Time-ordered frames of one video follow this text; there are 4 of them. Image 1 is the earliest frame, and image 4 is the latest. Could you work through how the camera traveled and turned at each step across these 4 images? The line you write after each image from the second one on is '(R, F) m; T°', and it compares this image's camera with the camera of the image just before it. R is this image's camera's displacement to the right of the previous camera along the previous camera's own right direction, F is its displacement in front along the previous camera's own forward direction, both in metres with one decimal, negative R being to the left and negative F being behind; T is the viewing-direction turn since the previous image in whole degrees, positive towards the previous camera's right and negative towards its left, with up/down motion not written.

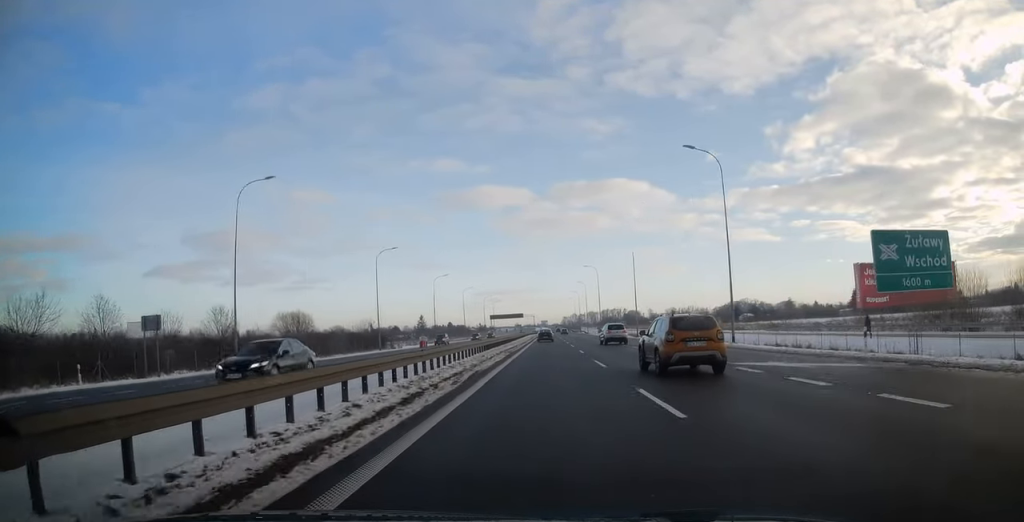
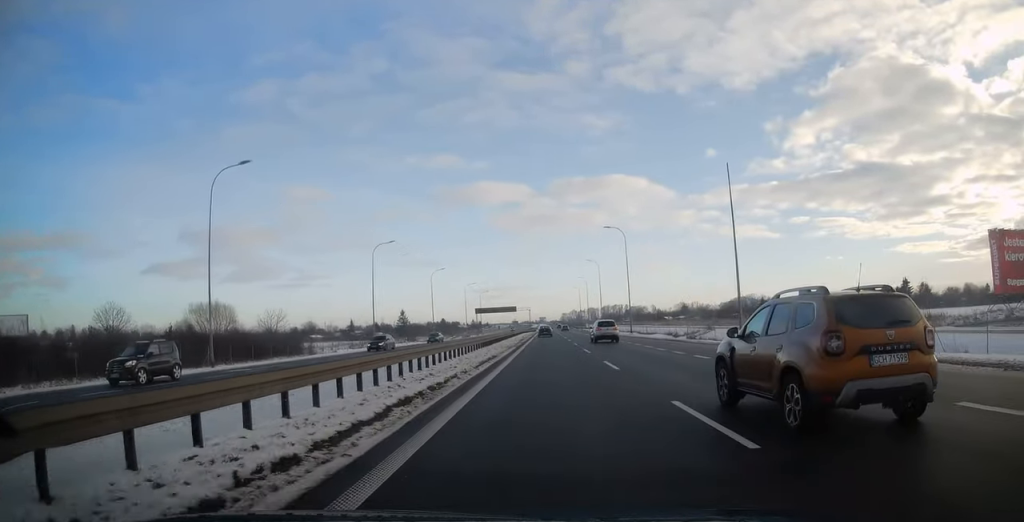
(+0.3, +38.4) m; +1°
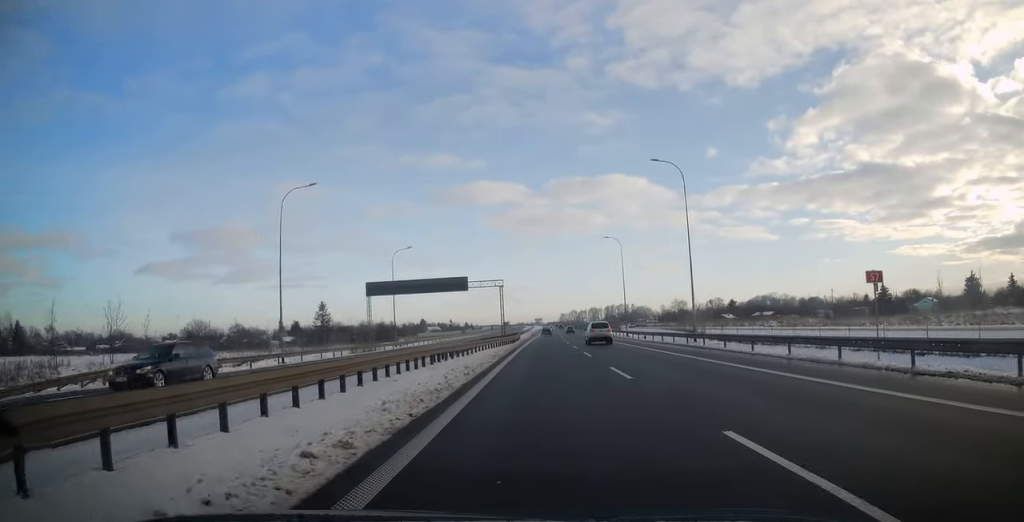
(+0.2, +98.9) m; 0°
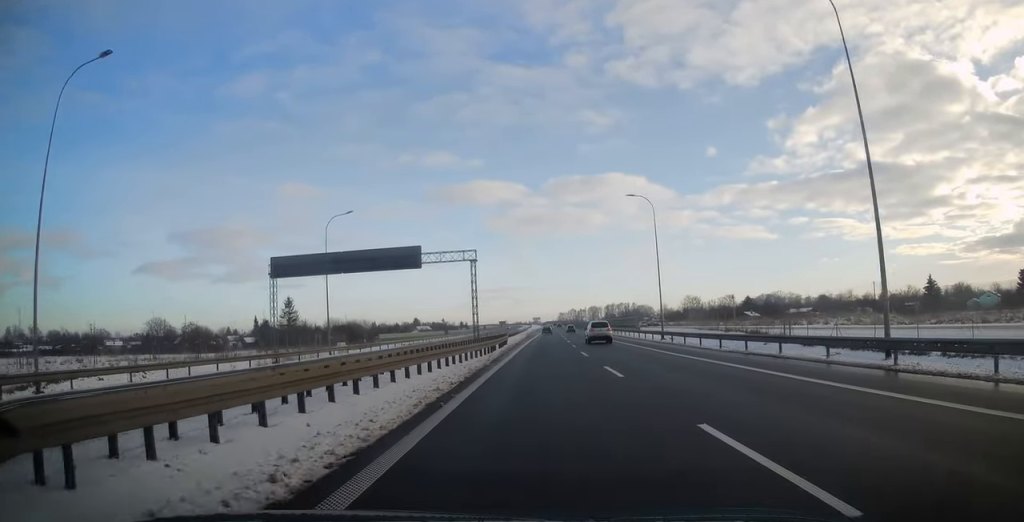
(0.0, +23.4) m; 0°
